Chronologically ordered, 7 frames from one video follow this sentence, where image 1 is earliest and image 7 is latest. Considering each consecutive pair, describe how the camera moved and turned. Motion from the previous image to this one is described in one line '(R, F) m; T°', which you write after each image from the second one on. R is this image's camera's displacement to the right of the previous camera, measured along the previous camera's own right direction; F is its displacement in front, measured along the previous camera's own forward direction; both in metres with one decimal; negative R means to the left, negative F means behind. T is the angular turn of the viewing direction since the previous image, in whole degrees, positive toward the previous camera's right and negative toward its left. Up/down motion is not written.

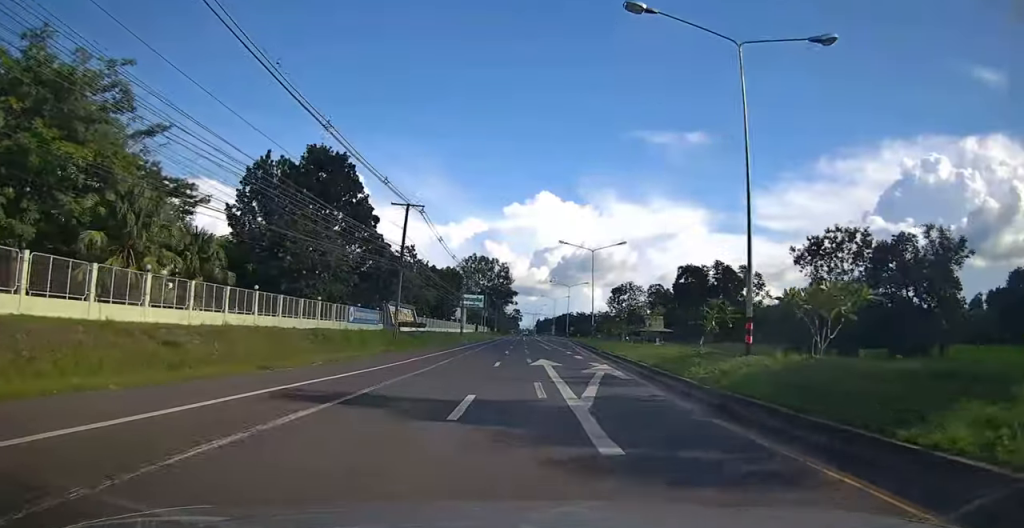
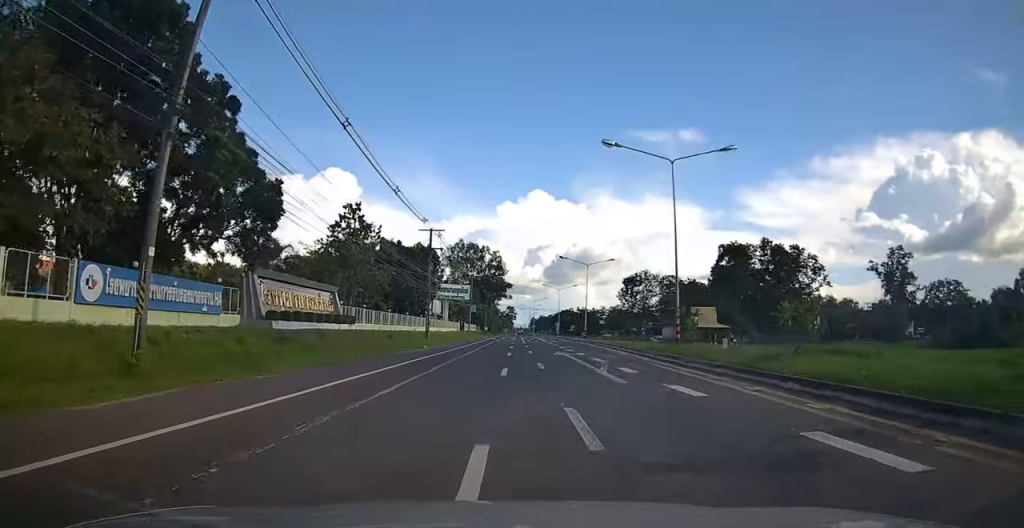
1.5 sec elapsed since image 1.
(+0.9, +28.9) m; +1°
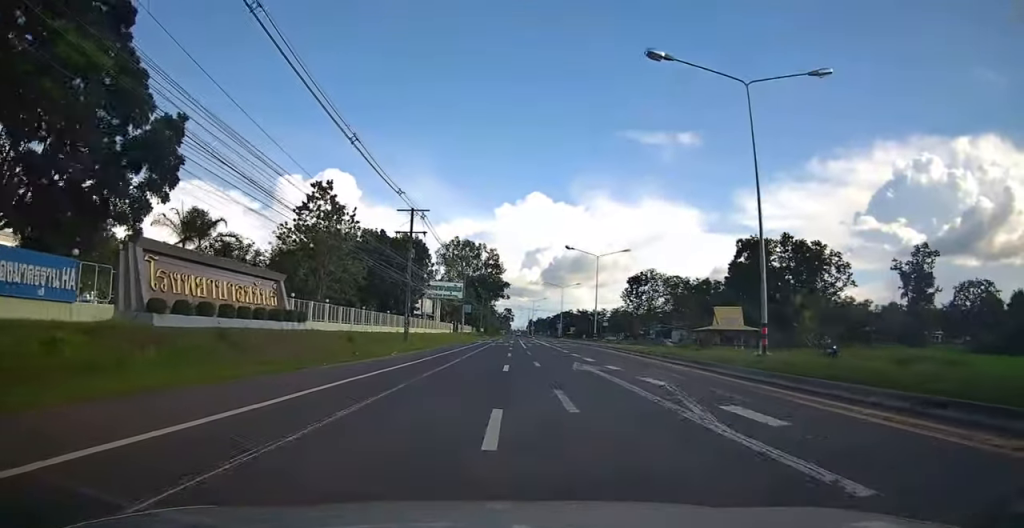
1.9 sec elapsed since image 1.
(-0.3, +9.3) m; 0°
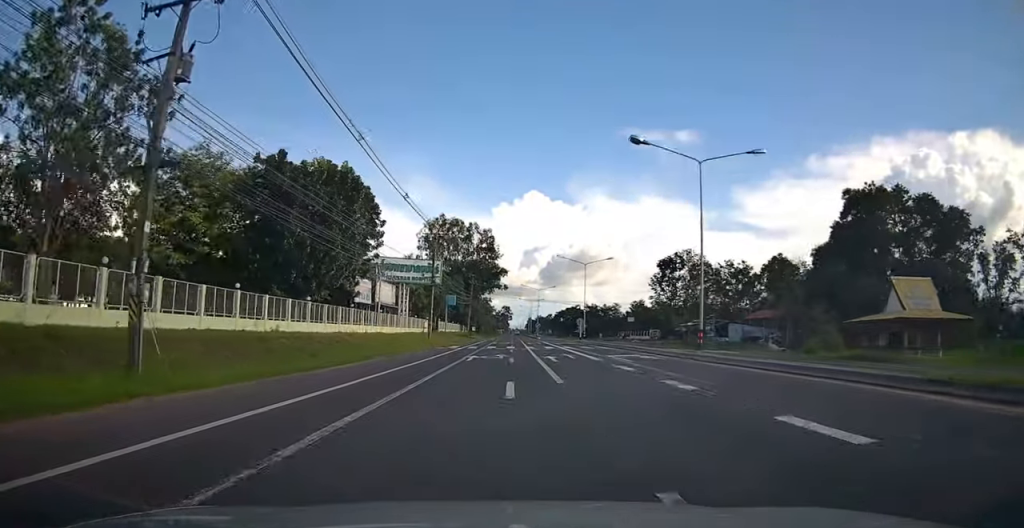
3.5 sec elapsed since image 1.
(+0.2, +31.8) m; +2°
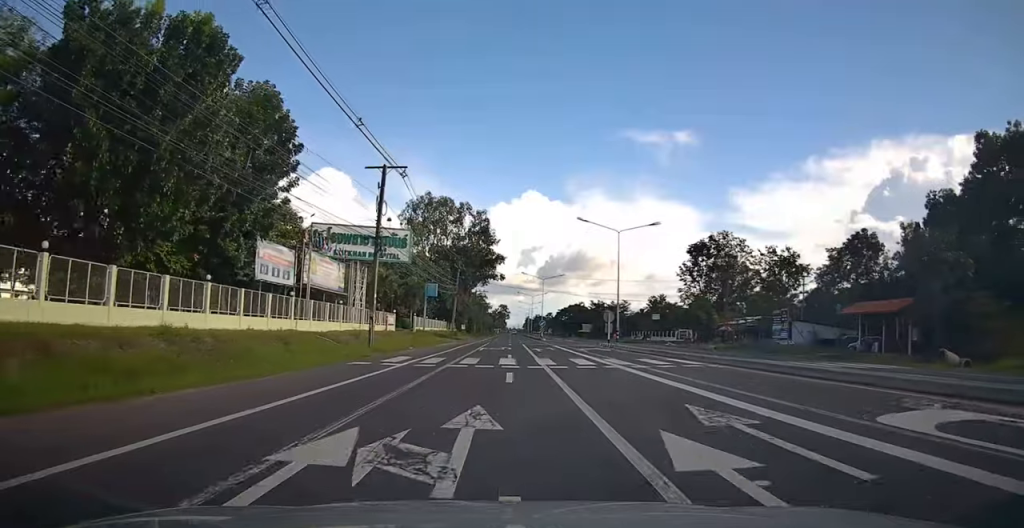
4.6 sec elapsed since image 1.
(-0.1, +21.1) m; -2°
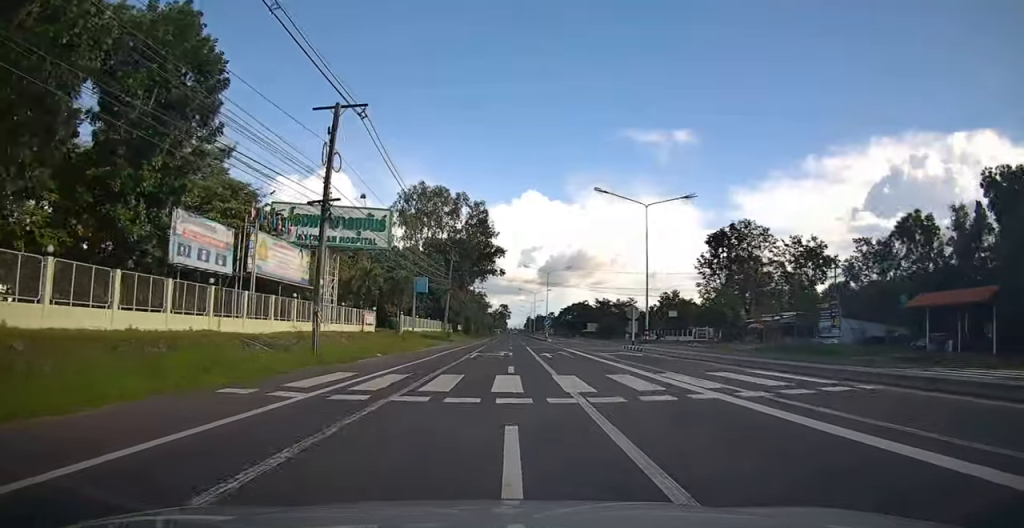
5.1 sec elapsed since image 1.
(-0.3, +9.1) m; 0°
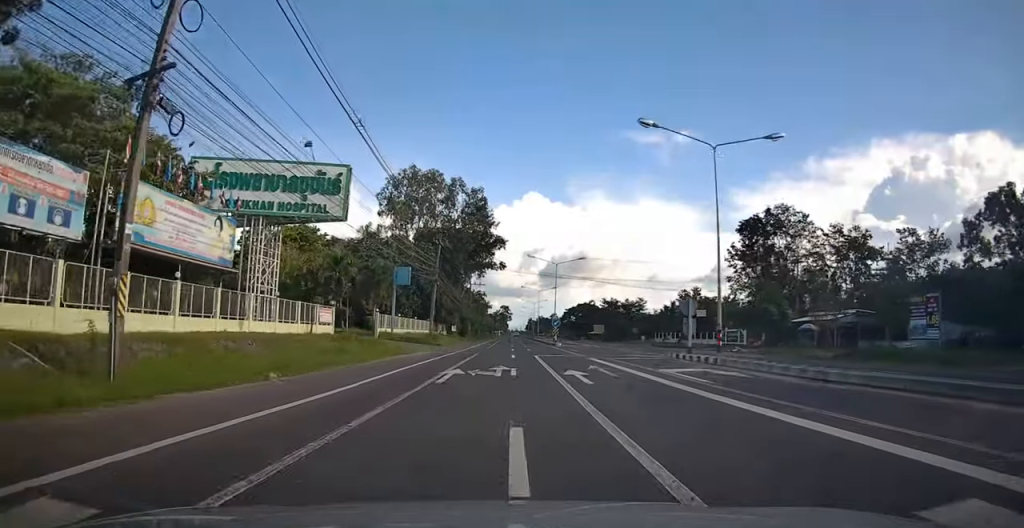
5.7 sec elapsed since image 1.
(-0.1, +12.0) m; 0°
